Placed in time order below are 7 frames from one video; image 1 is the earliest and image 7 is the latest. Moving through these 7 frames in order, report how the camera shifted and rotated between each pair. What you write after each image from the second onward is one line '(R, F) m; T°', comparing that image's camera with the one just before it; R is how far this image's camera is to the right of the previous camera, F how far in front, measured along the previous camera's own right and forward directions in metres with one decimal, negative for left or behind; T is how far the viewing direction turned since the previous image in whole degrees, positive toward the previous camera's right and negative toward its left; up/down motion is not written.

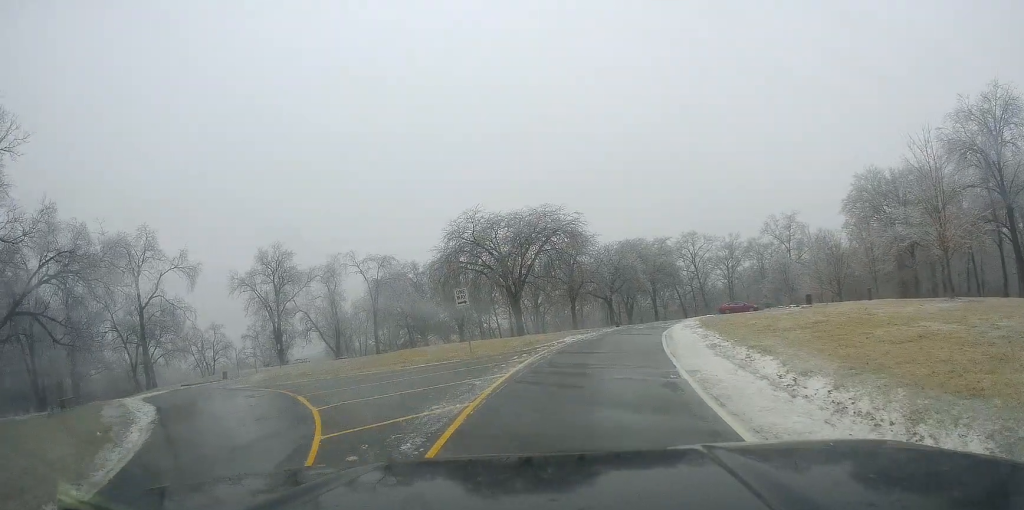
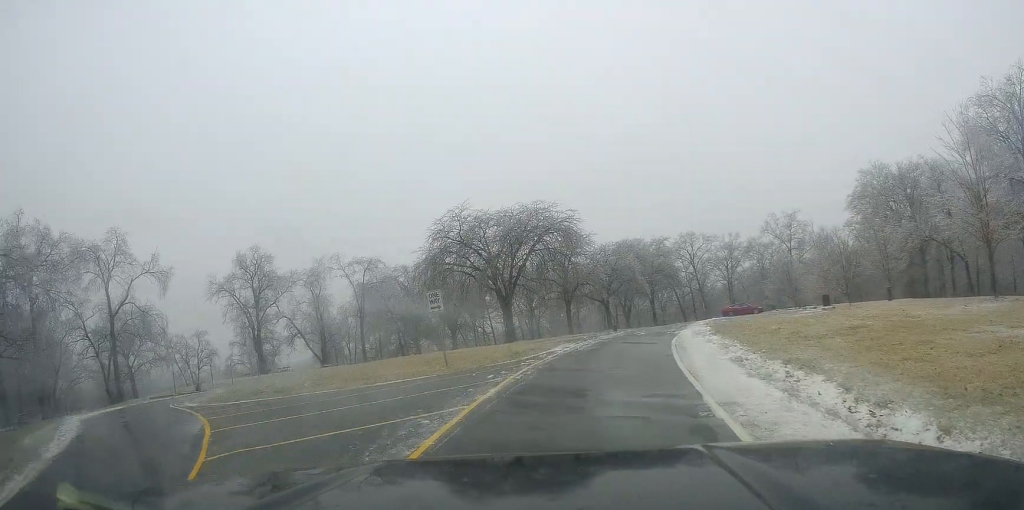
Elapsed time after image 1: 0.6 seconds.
(+0.1, +4.0) m; +2°
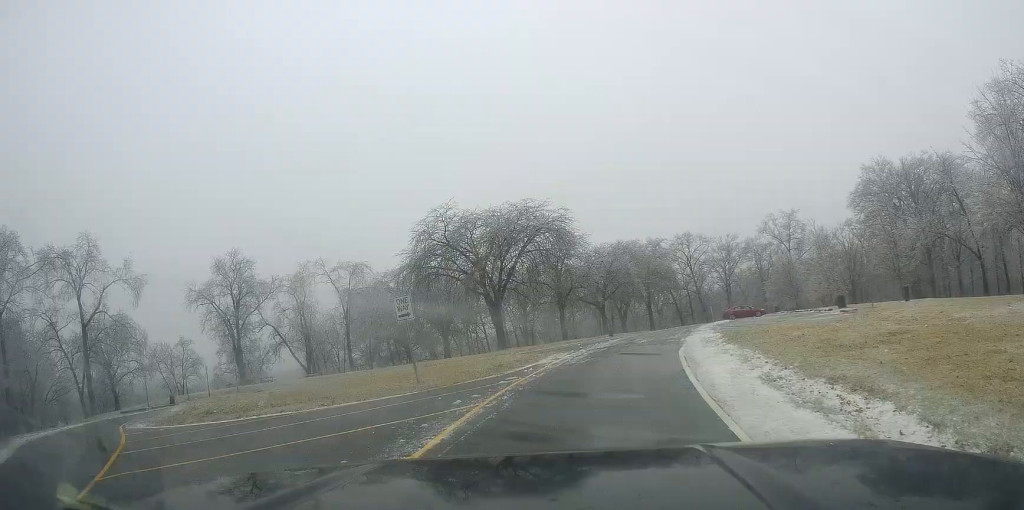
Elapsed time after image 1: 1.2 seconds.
(+0.1, +3.2) m; +1°
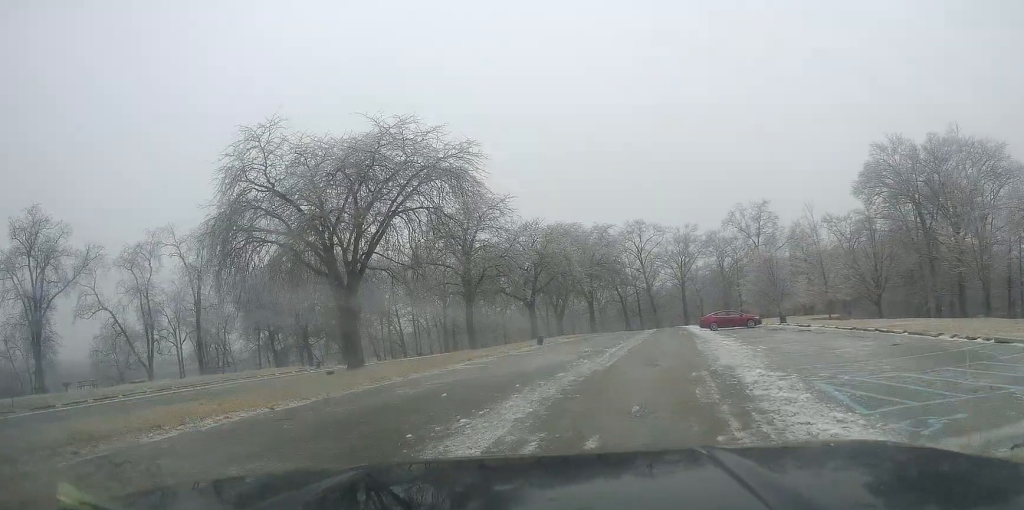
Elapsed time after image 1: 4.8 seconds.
(+0.1, +20.5) m; +3°
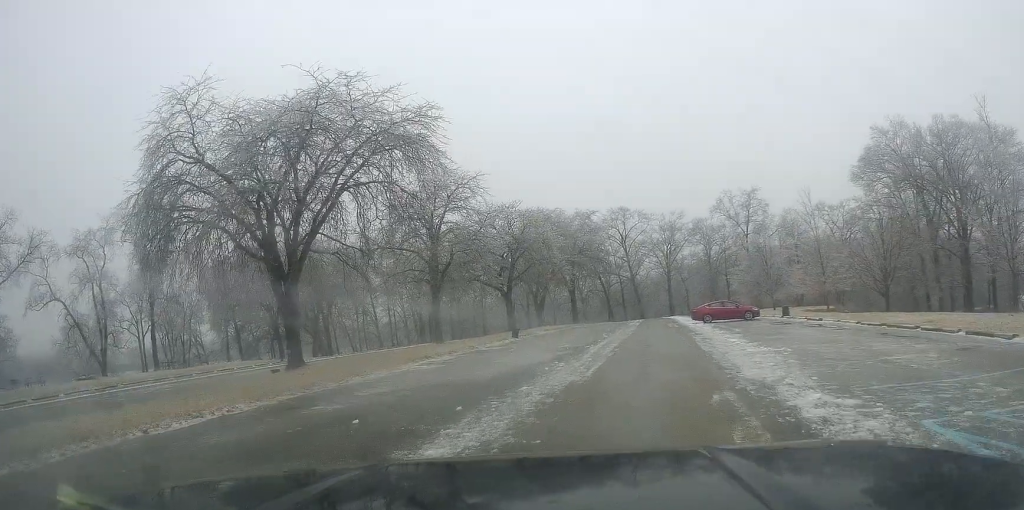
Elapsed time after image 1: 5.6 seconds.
(+0.5, +4.6) m; +3°
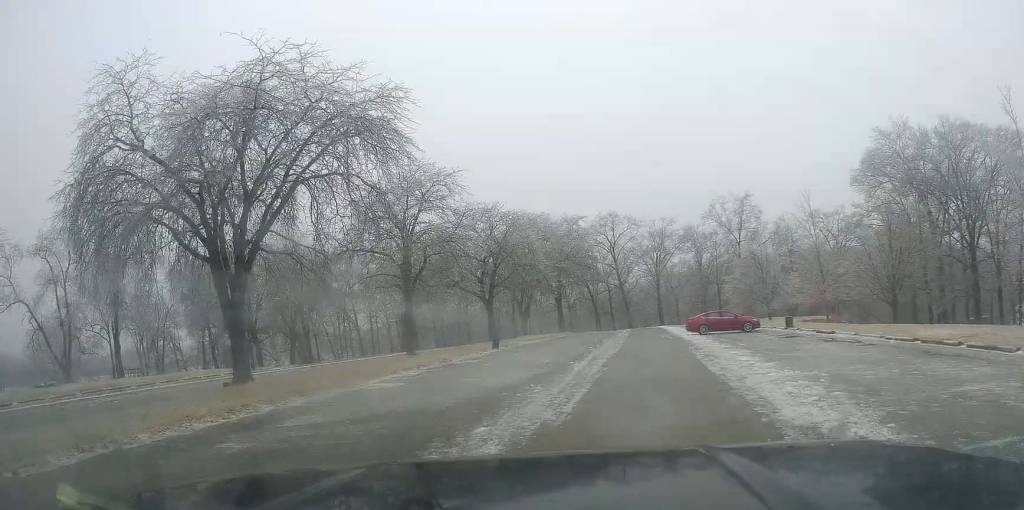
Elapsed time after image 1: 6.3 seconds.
(0.0, +3.4) m; +3°
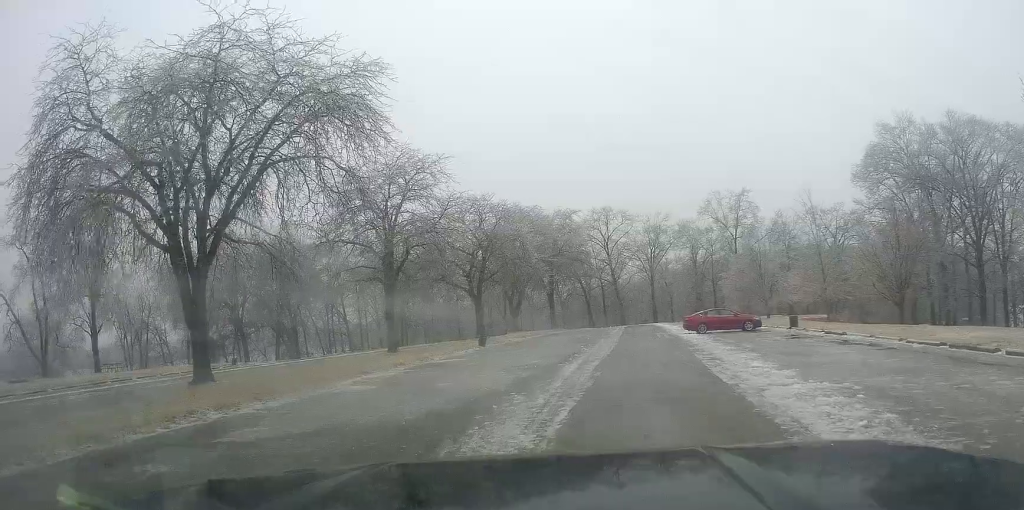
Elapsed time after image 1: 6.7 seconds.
(-0.2, +2.2) m; +2°
